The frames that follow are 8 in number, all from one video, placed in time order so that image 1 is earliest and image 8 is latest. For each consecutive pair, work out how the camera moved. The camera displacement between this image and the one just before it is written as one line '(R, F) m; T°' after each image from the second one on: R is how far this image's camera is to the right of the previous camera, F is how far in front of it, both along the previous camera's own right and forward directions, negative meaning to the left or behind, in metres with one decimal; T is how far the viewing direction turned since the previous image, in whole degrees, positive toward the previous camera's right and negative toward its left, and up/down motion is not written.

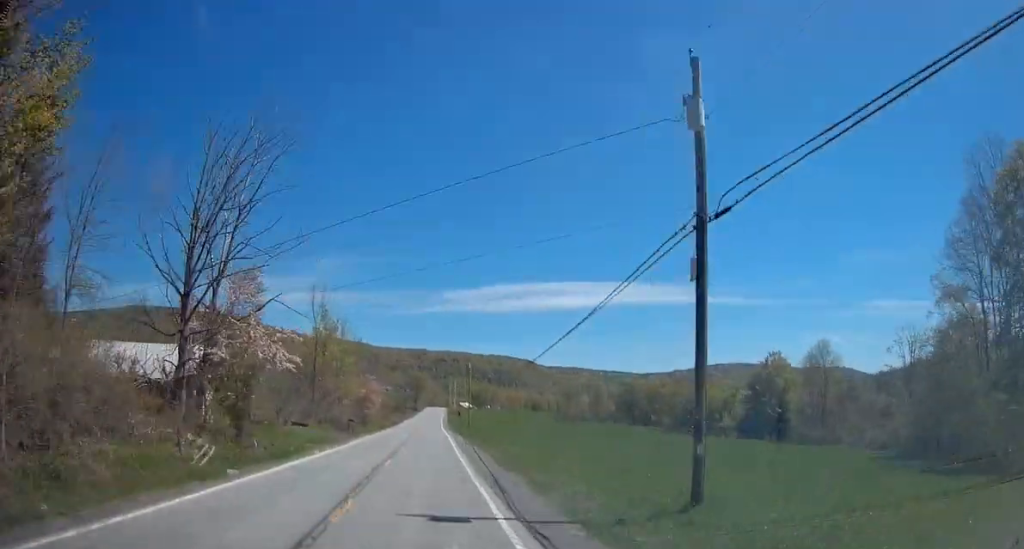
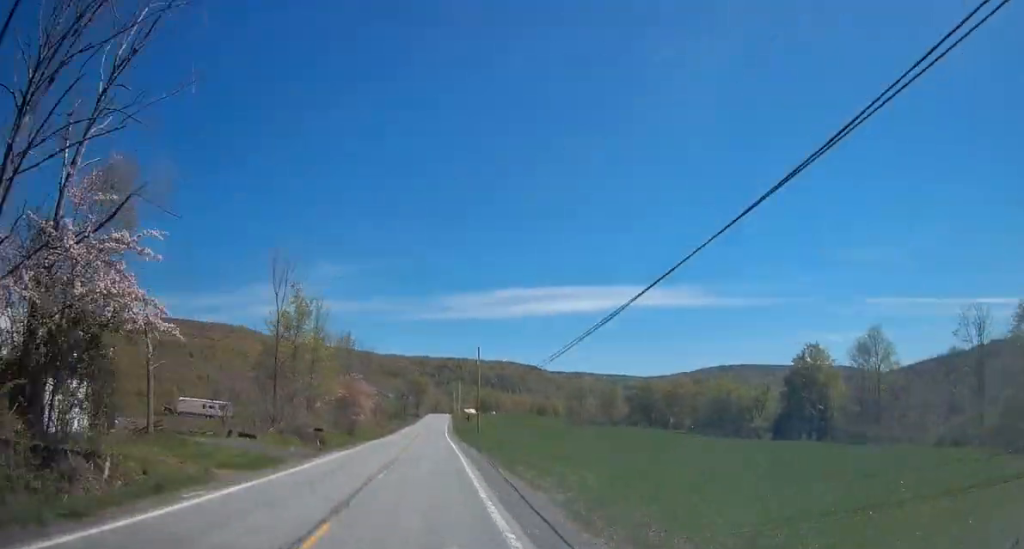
(0.0, +14.9) m; -1°
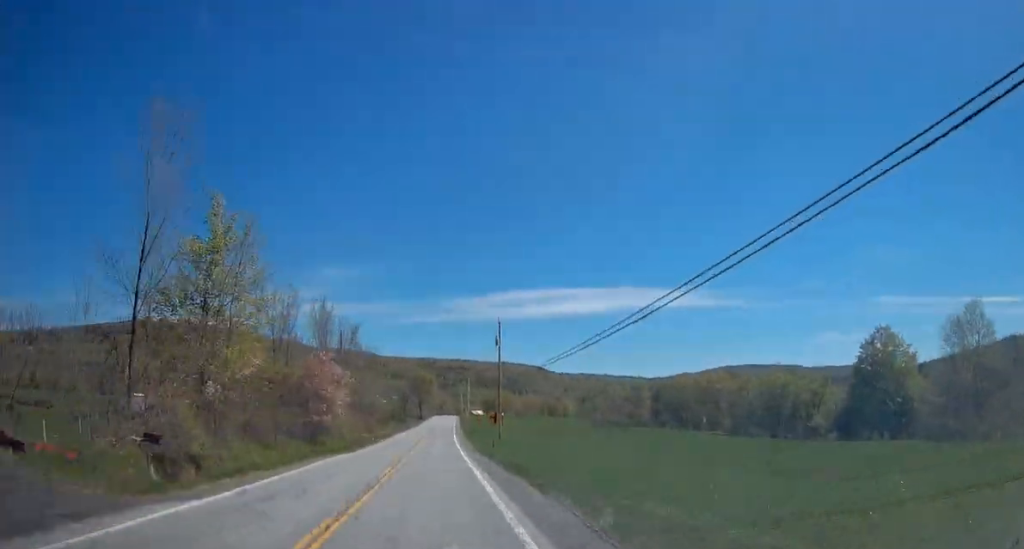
(-0.3, +22.3) m; -1°
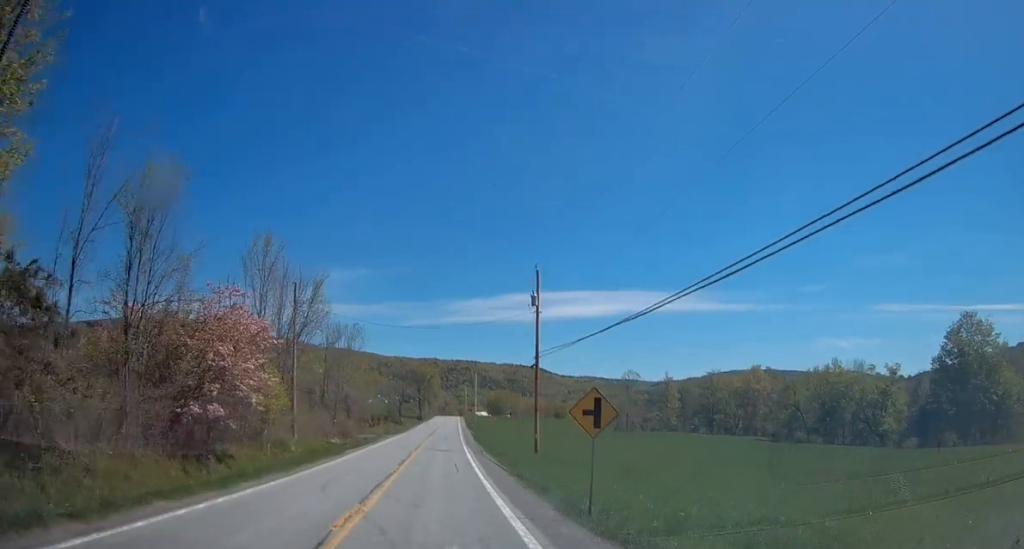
(-0.1, +22.0) m; +1°
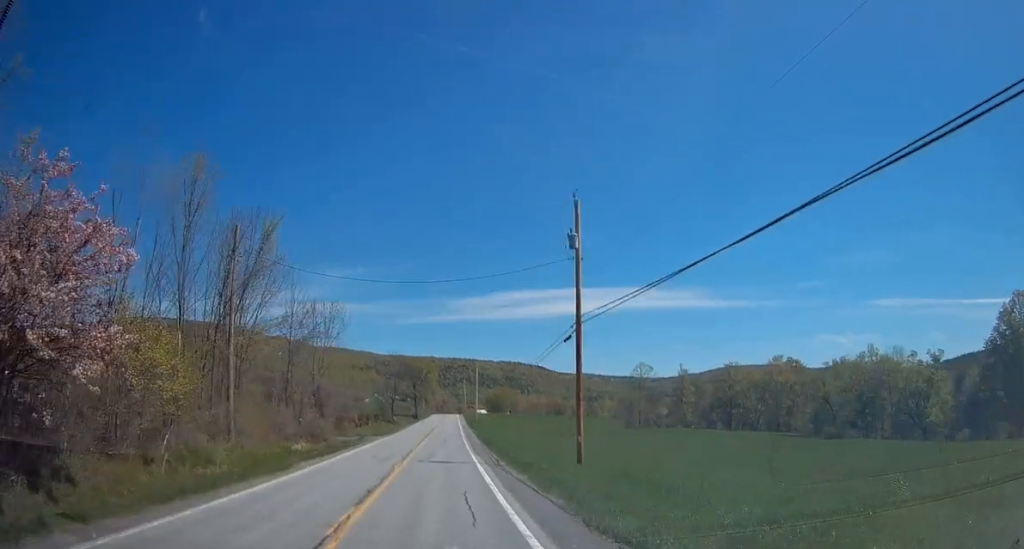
(+0.1, +12.6) m; +1°
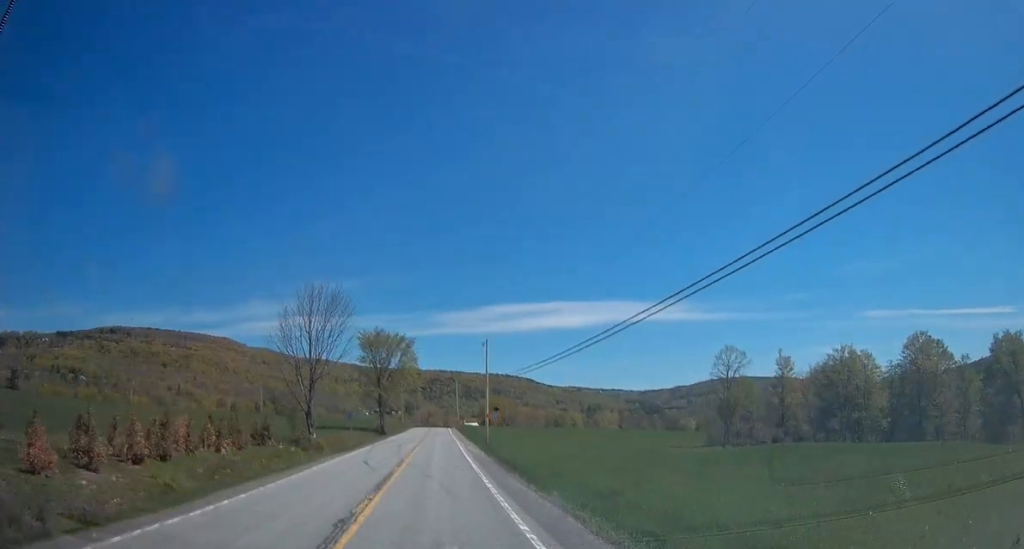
(+0.1, +55.4) m; 0°
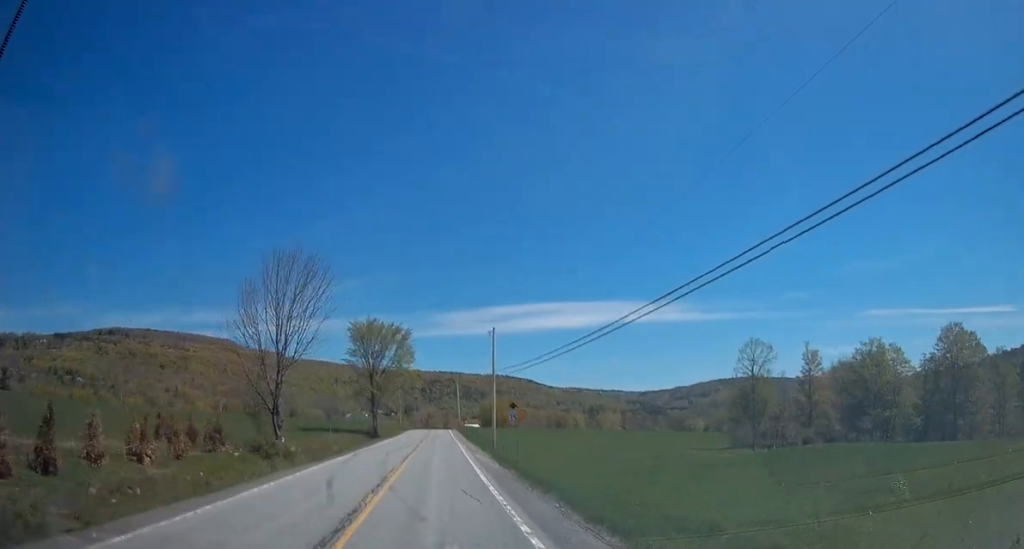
(0.0, +8.9) m; +1°
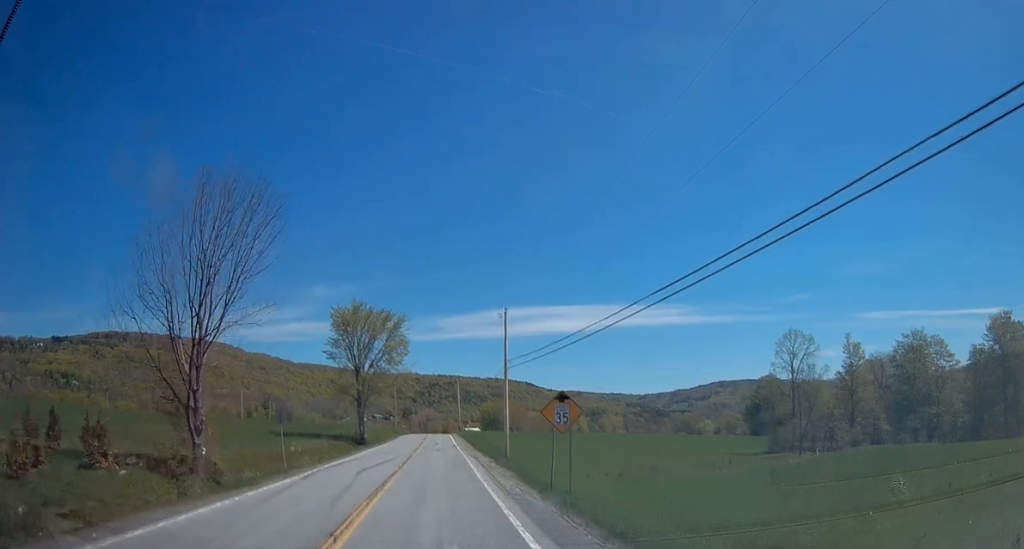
(0.0, +12.0) m; +1°
